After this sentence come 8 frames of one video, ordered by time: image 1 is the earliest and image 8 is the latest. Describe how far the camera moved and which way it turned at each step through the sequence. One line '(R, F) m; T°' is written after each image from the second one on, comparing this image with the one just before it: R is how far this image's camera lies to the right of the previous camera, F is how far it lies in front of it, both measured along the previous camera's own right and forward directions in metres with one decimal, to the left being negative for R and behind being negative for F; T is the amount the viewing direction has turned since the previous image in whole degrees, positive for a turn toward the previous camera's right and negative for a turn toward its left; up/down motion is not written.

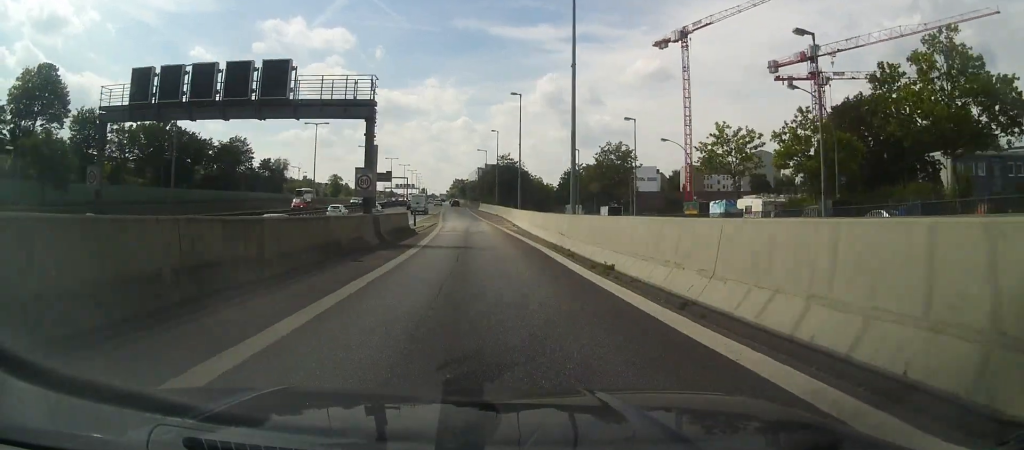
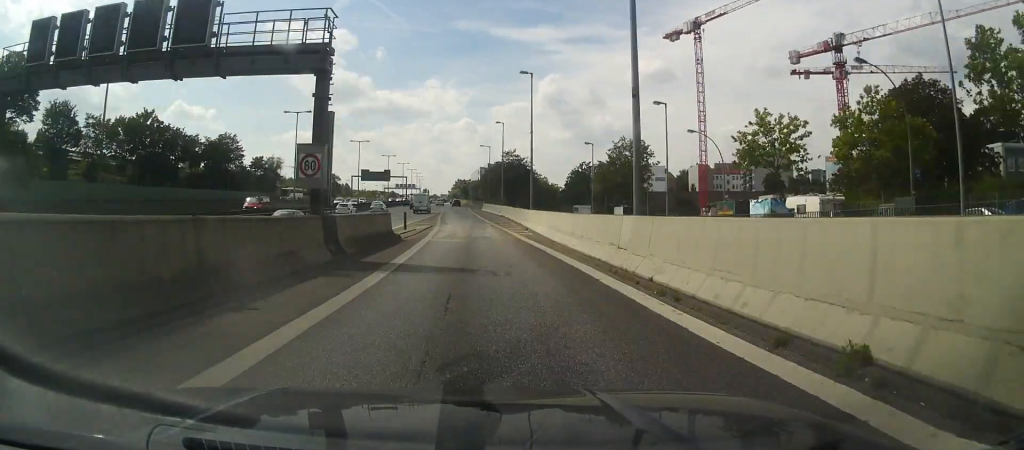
(+0.2, +8.4) m; 0°
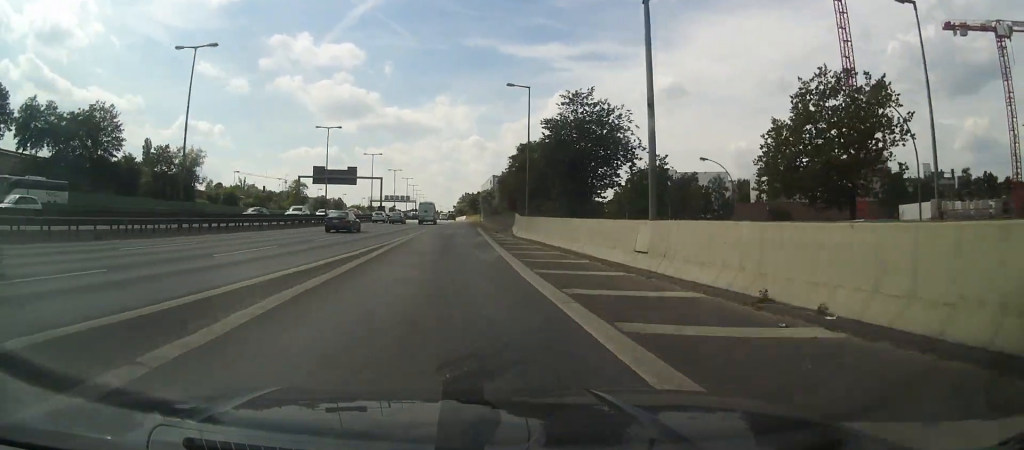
(-1.2, +58.9) m; -2°
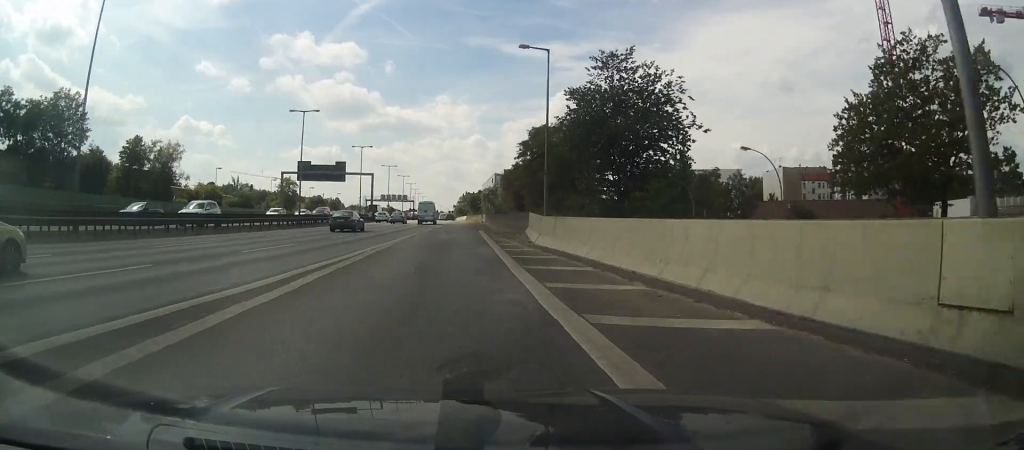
(-0.3, +10.4) m; 0°
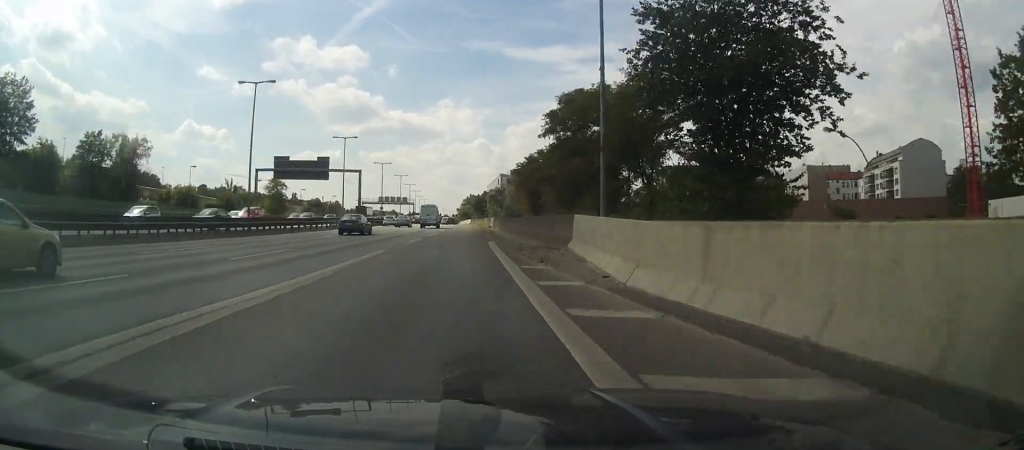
(-0.2, +13.9) m; 0°
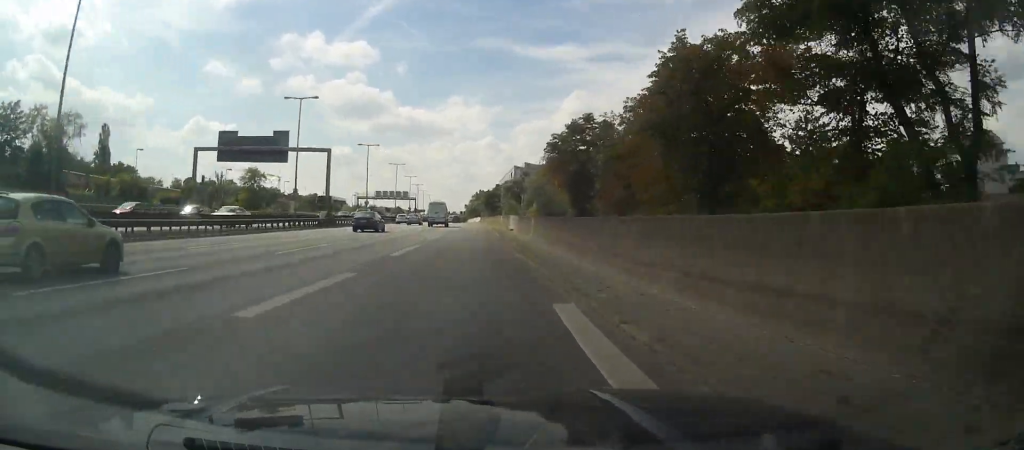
(+0.4, +22.4) m; 0°
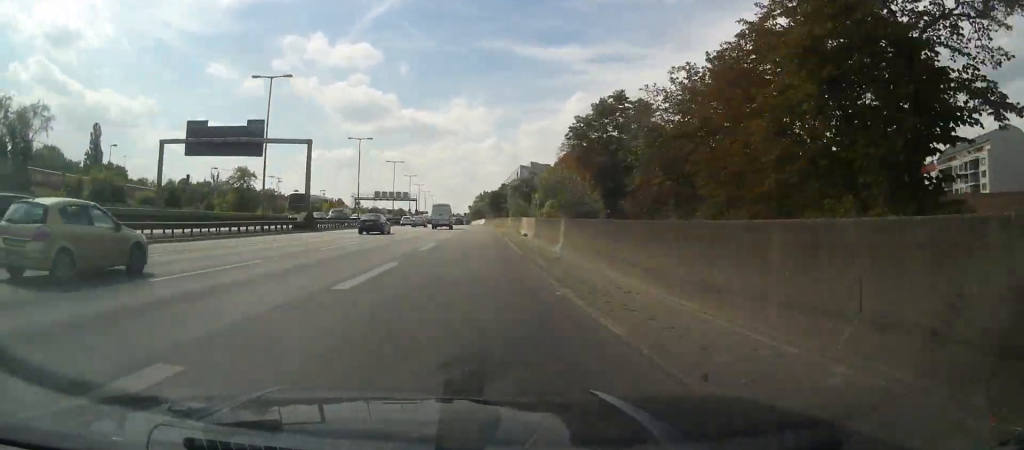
(-0.1, +8.5) m; -1°
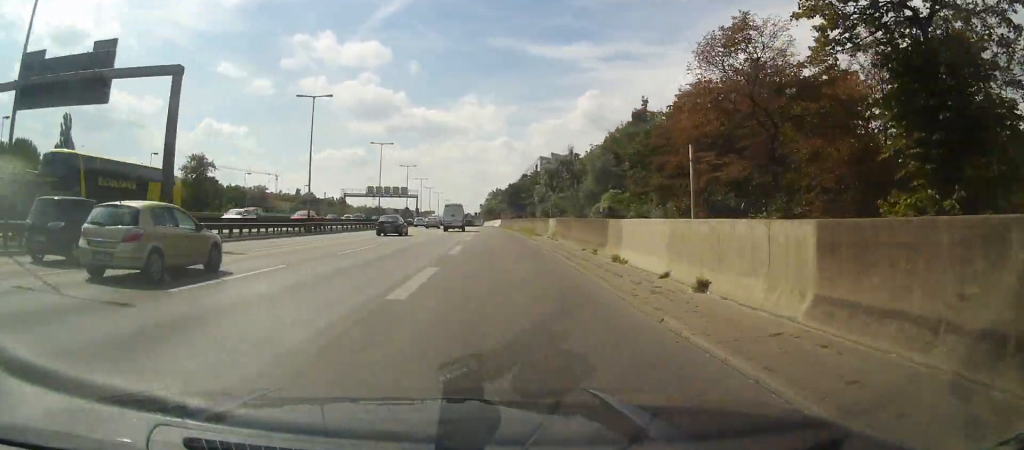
(-0.2, +25.5) m; -1°
